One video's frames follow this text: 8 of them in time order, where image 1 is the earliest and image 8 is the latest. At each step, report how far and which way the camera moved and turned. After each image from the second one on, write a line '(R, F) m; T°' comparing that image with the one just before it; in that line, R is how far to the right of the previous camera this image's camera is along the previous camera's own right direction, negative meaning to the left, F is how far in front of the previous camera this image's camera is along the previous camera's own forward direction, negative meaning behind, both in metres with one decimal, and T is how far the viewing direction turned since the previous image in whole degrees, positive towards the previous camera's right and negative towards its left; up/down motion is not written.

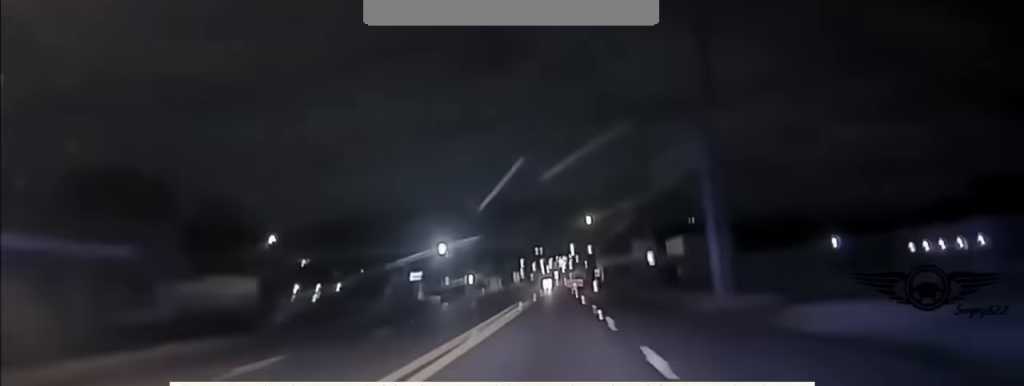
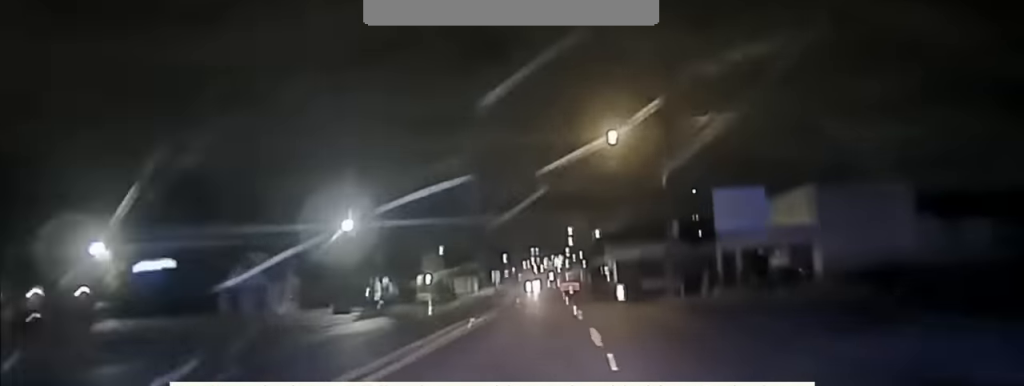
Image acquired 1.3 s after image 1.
(0.0, +57.3) m; 0°
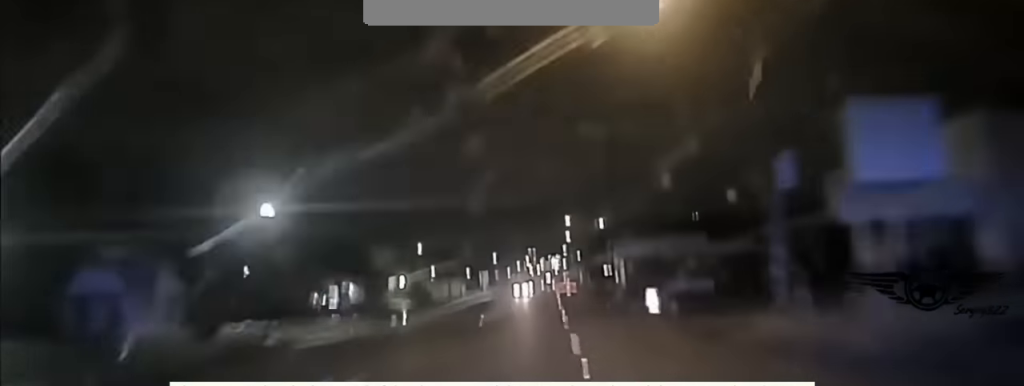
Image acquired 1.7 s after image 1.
(0.0, +19.5) m; 0°
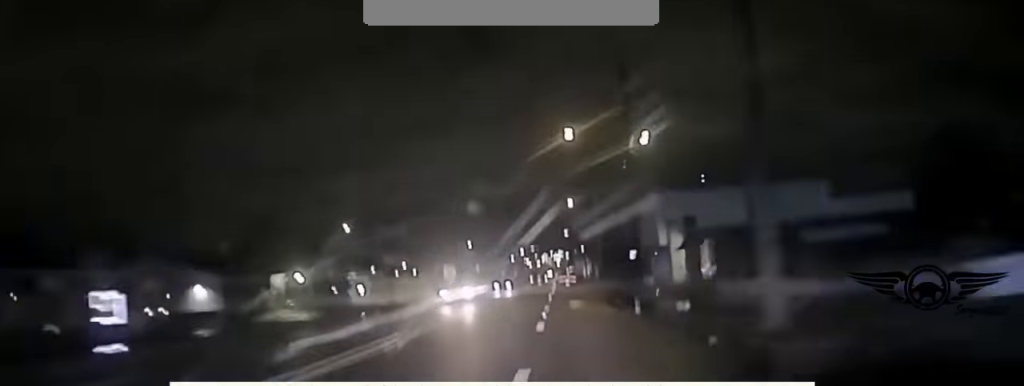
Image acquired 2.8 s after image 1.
(+0.2, +59.2) m; 0°
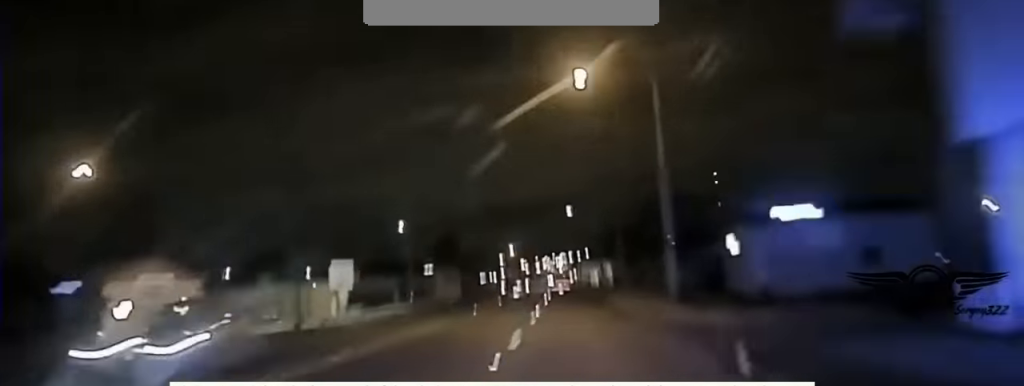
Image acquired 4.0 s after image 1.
(-0.4, +69.6) m; -1°
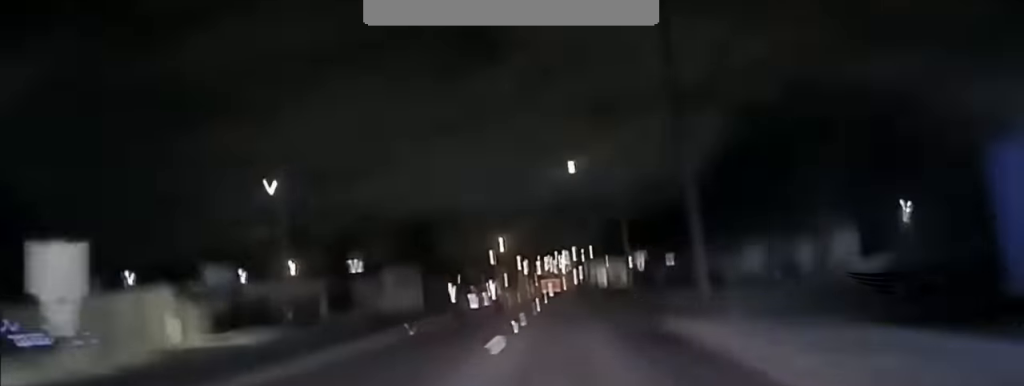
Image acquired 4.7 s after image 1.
(-0.2, +44.7) m; 0°
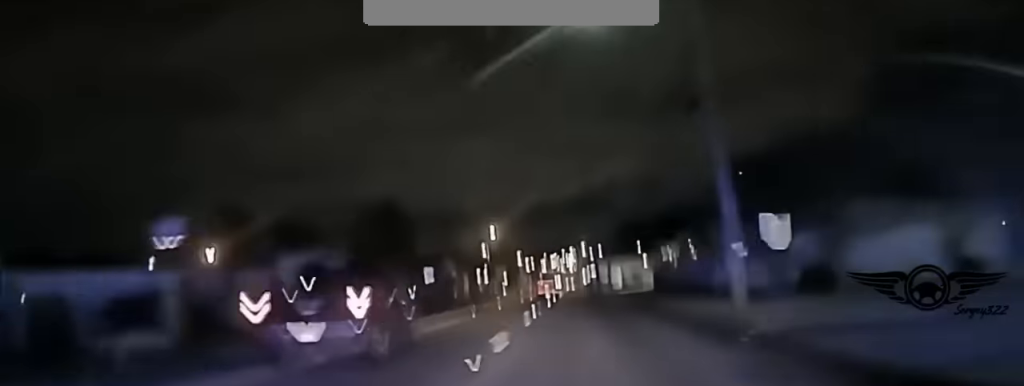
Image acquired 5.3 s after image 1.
(0.0, +34.6) m; 0°
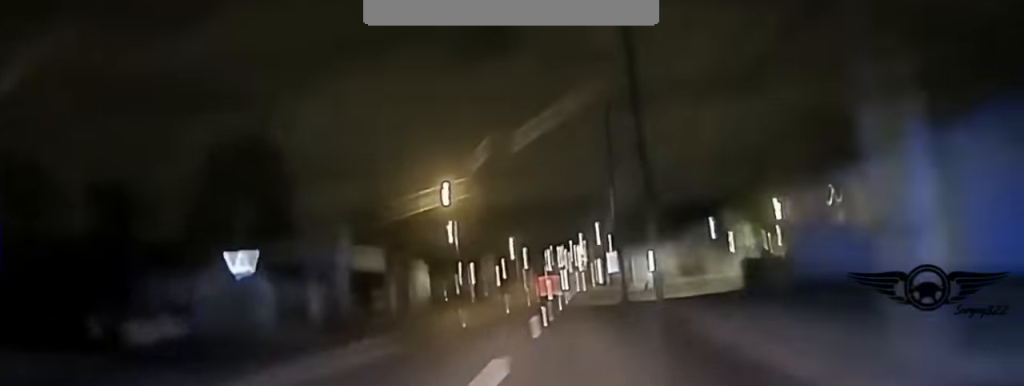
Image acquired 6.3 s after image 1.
(-0.3, +58.3) m; -1°
